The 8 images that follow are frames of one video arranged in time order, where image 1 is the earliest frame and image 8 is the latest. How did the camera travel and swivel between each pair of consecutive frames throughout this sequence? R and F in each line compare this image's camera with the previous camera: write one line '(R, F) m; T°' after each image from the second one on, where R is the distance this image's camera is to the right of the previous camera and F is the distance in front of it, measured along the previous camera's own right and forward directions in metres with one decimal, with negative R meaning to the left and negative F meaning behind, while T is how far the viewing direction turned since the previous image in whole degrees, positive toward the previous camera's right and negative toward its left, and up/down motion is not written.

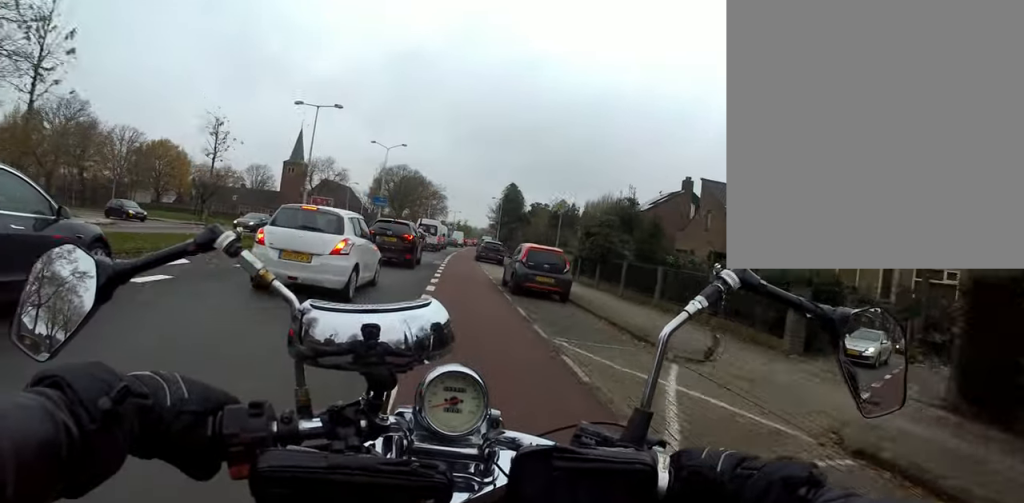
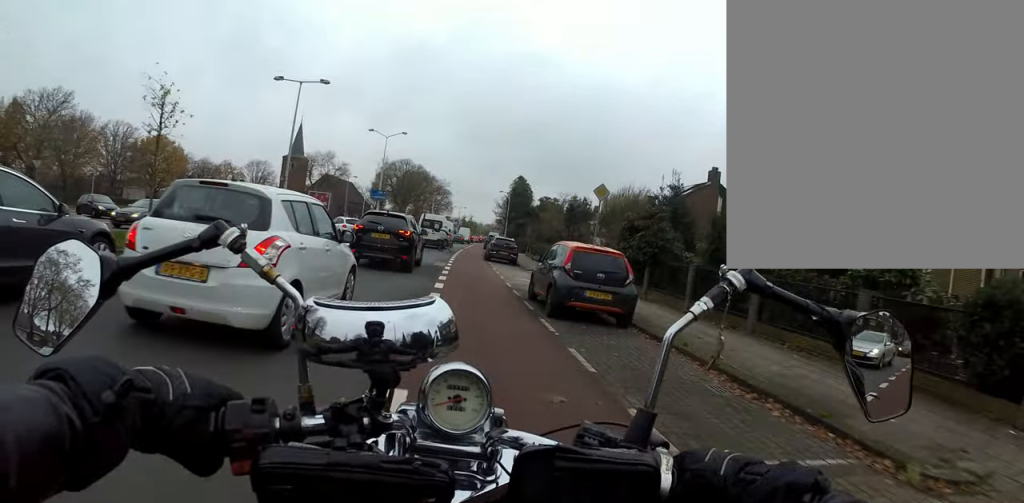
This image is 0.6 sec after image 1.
(0.0, +4.1) m; 0°
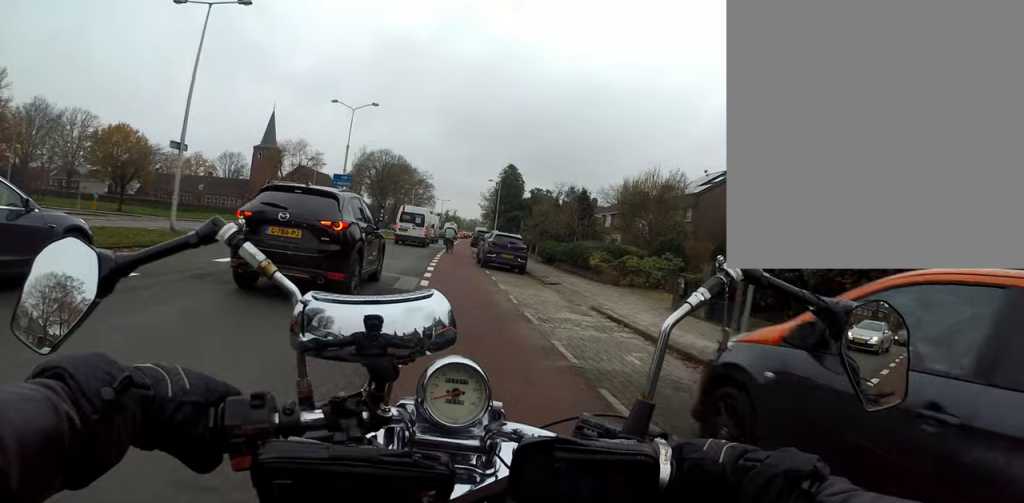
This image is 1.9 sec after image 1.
(0.0, +8.4) m; 0°
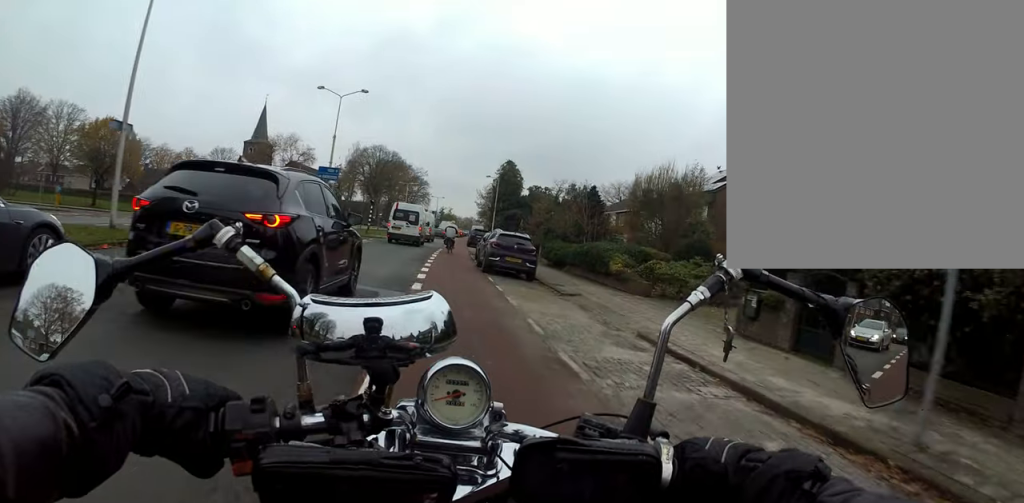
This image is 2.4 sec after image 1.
(0.0, +2.9) m; +1°
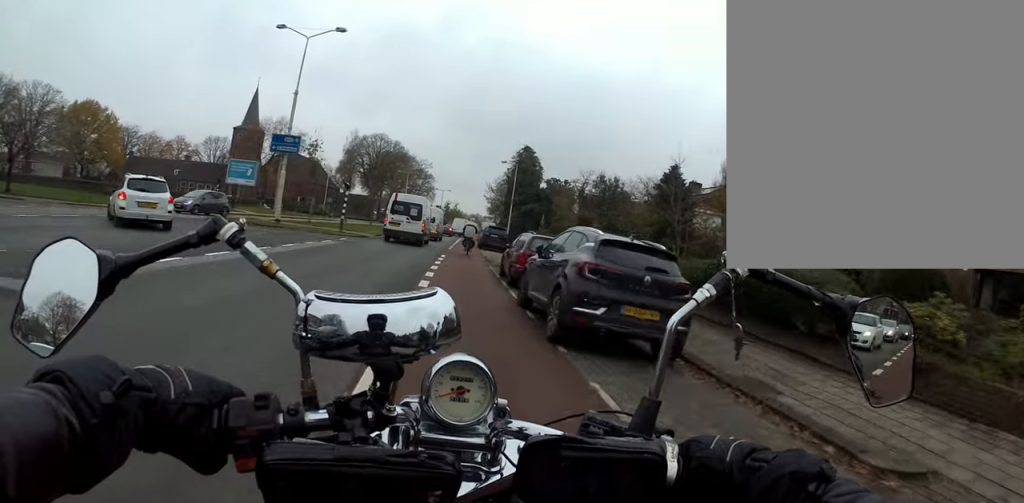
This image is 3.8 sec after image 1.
(+0.4, +10.2) m; +3°
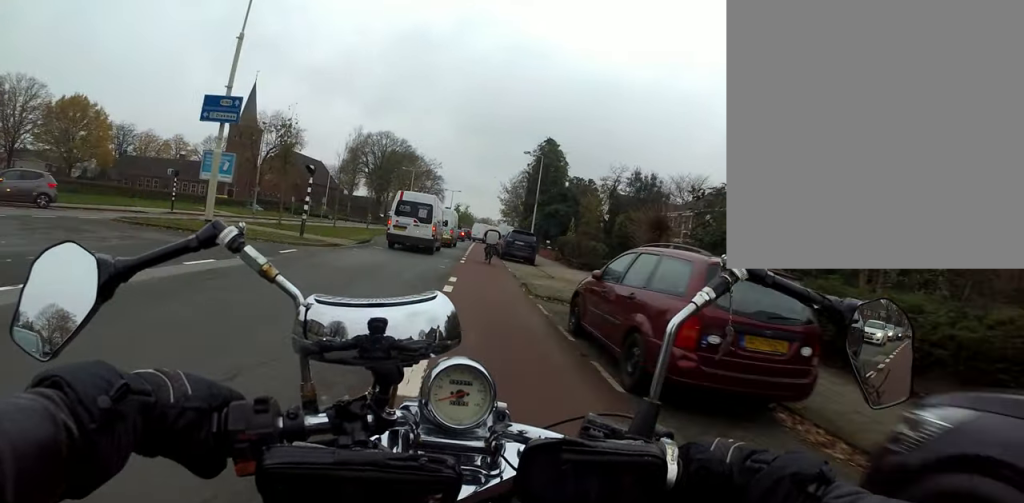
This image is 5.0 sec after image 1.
(-0.1, +7.7) m; -2°
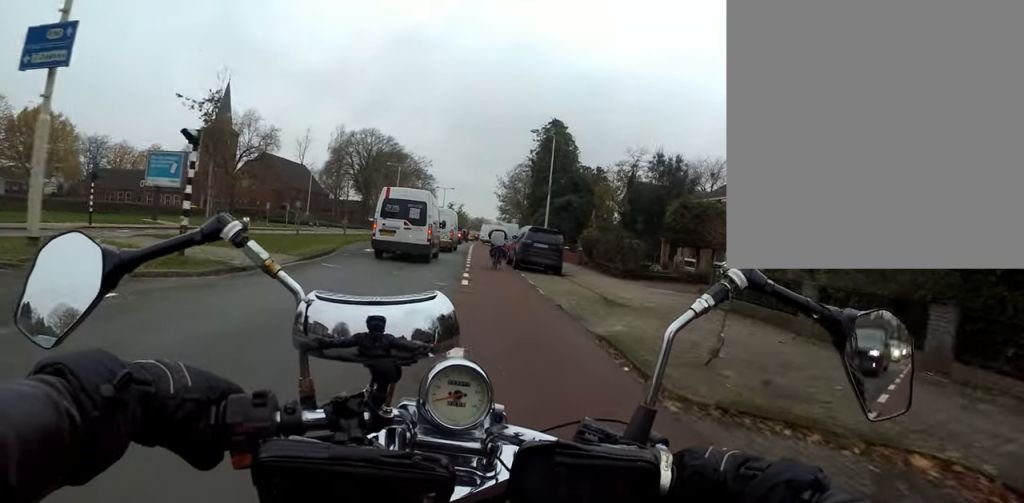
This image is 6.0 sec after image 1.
(-0.1, +7.0) m; -1°
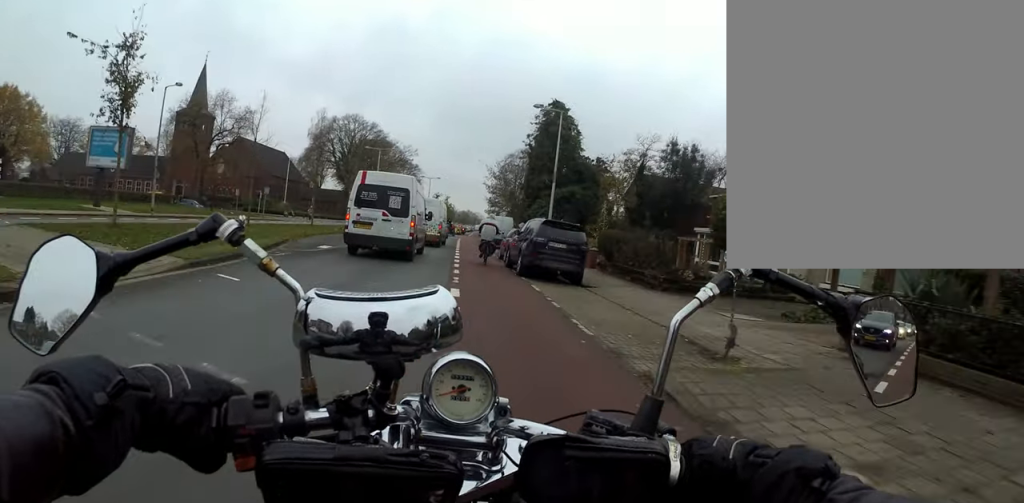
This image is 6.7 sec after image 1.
(0.0, +4.7) m; 0°
